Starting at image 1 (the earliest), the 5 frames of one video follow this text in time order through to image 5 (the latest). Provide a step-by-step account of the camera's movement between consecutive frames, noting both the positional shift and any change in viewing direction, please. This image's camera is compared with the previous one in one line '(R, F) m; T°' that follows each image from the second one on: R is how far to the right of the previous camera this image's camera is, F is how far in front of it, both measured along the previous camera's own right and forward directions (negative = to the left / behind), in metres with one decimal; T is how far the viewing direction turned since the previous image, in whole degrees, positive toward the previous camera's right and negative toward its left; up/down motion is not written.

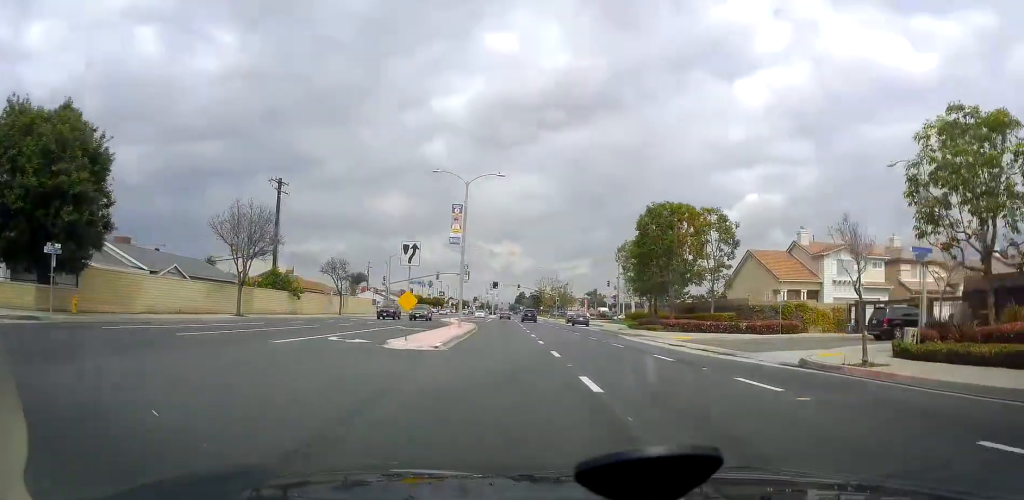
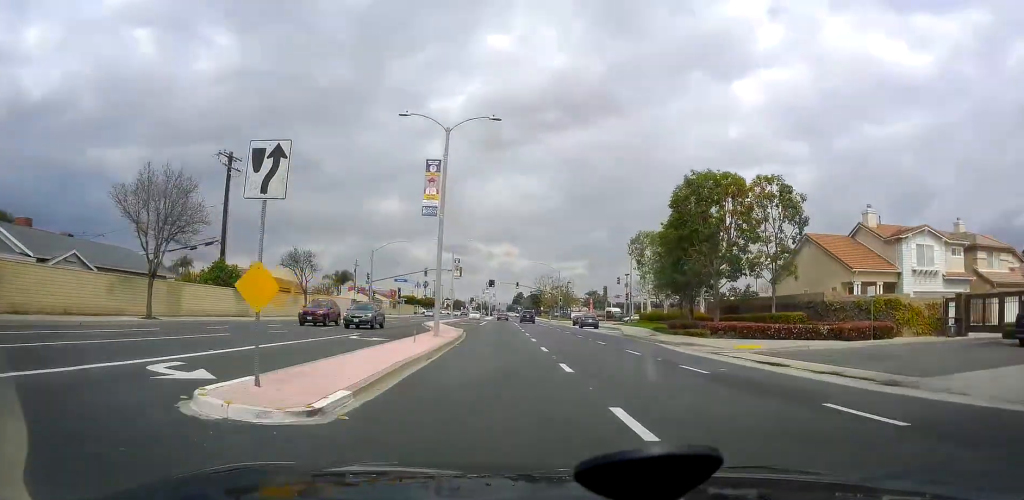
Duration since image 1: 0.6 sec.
(0.0, +11.2) m; 0°
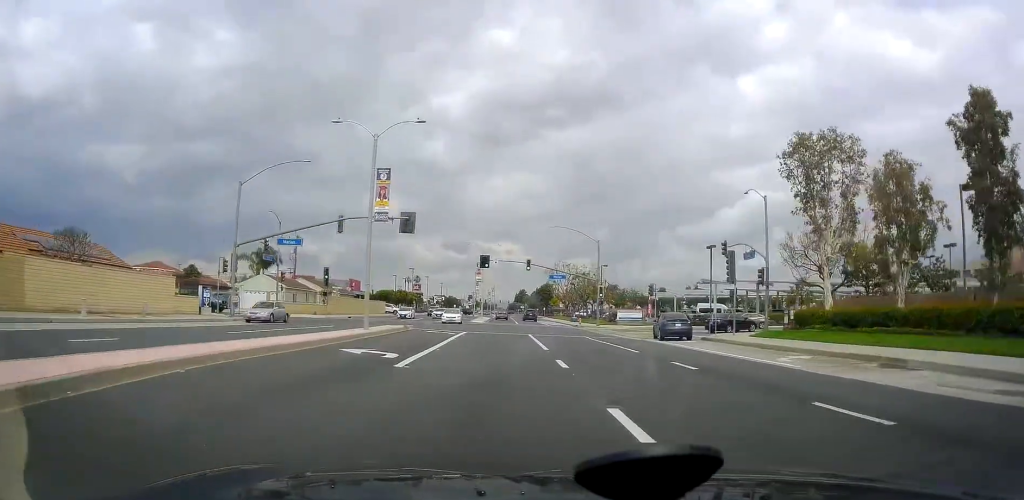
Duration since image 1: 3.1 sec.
(-1.8, +44.4) m; -2°
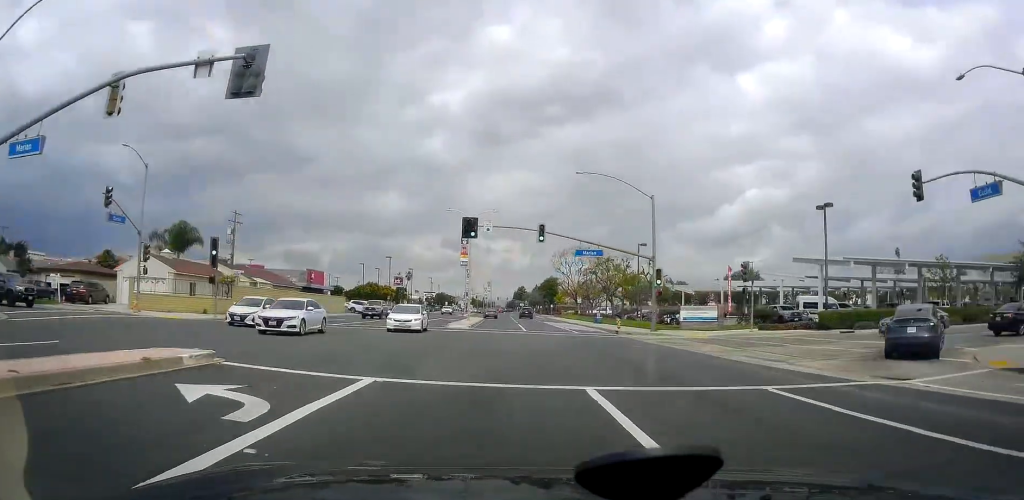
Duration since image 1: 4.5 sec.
(+0.7, +25.1) m; +2°
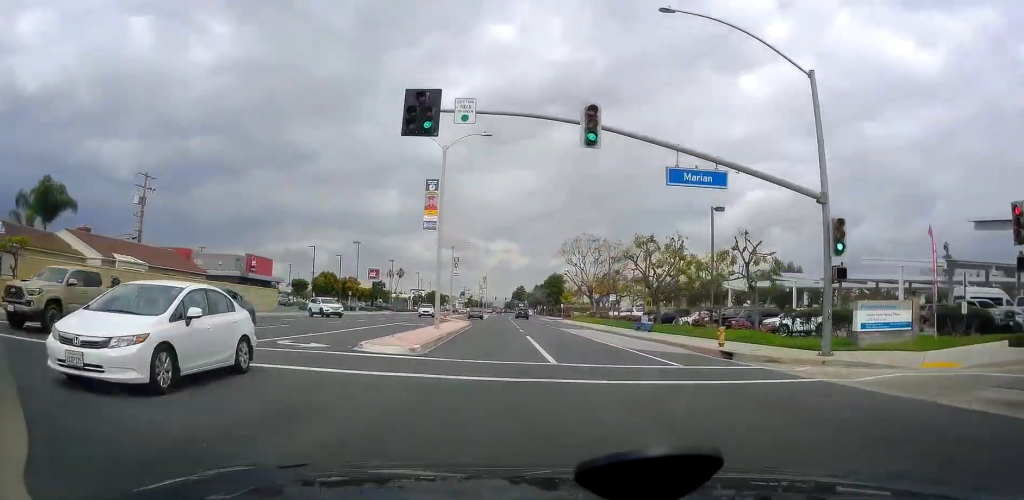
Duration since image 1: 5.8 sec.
(0.0, +23.1) m; 0°
